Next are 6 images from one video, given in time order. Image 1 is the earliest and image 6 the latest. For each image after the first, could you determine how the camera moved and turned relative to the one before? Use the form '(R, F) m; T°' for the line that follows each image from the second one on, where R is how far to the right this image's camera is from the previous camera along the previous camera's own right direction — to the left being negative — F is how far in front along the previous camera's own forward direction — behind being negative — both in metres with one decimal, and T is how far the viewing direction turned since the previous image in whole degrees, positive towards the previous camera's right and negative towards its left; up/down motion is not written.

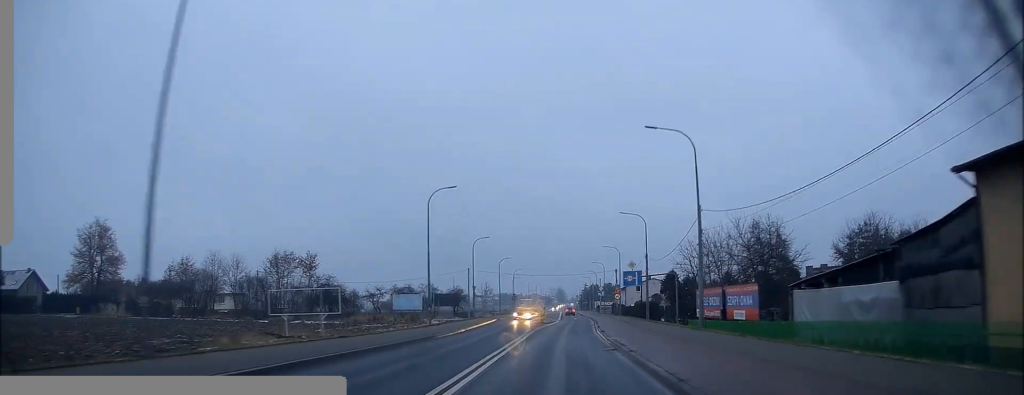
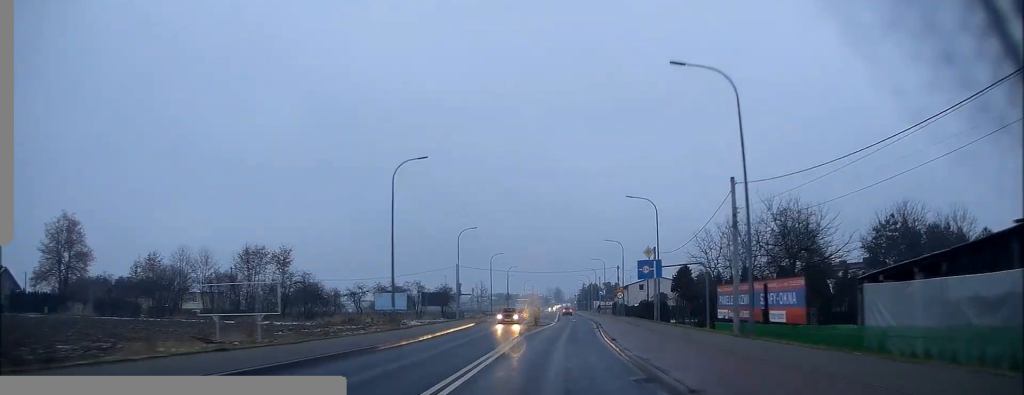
(+0.1, +8.3) m; +1°
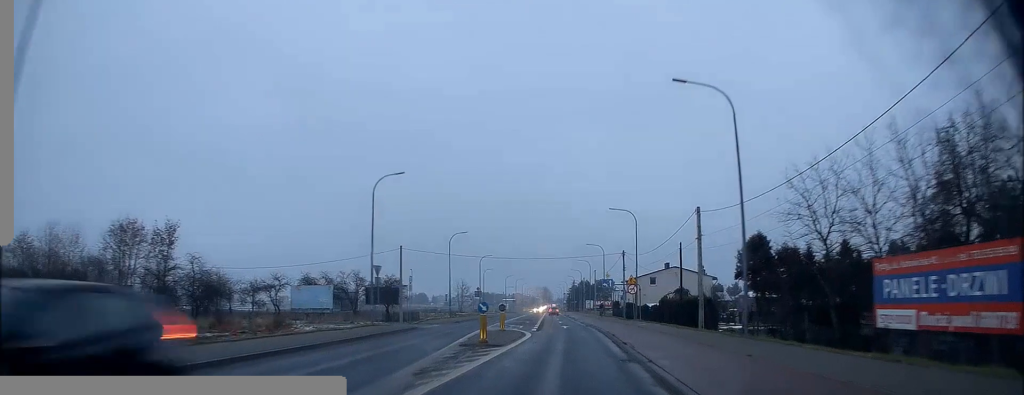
(+0.5, +25.6) m; +1°
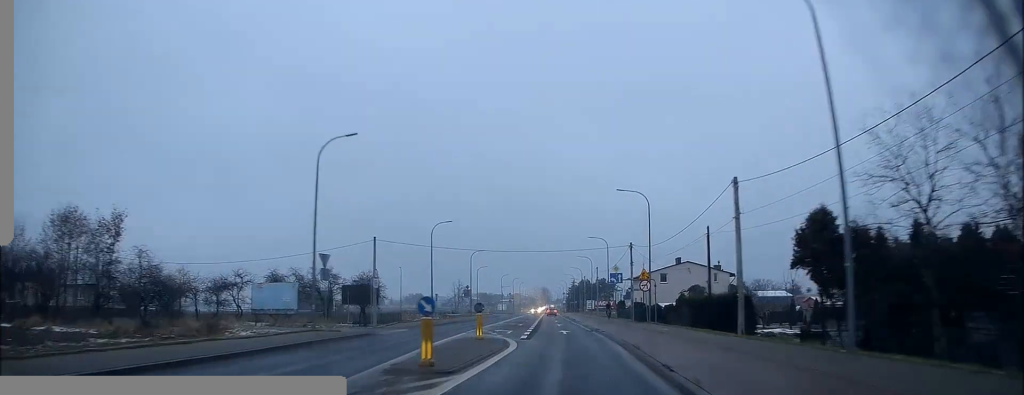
(+0.1, +8.9) m; 0°
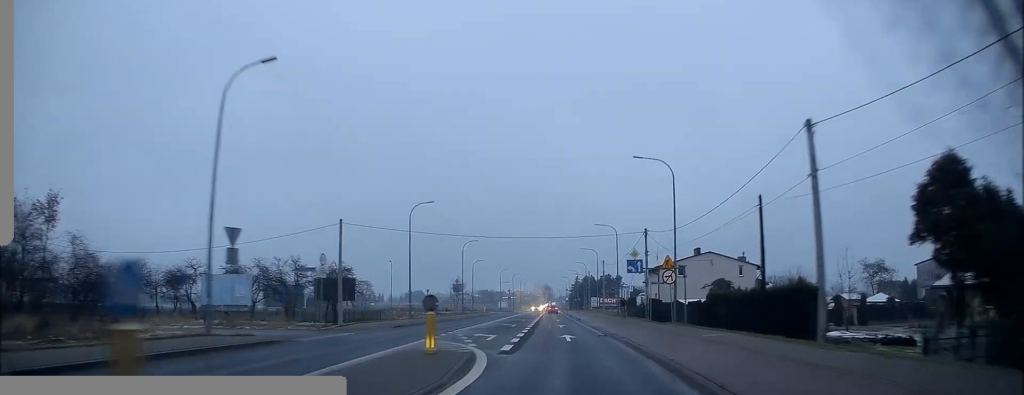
(-0.2, +9.5) m; -1°
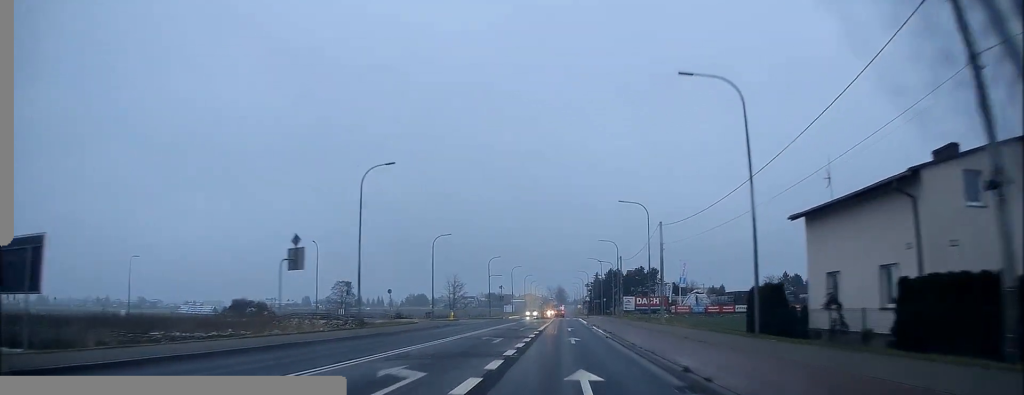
(-0.6, +44.4) m; 0°
